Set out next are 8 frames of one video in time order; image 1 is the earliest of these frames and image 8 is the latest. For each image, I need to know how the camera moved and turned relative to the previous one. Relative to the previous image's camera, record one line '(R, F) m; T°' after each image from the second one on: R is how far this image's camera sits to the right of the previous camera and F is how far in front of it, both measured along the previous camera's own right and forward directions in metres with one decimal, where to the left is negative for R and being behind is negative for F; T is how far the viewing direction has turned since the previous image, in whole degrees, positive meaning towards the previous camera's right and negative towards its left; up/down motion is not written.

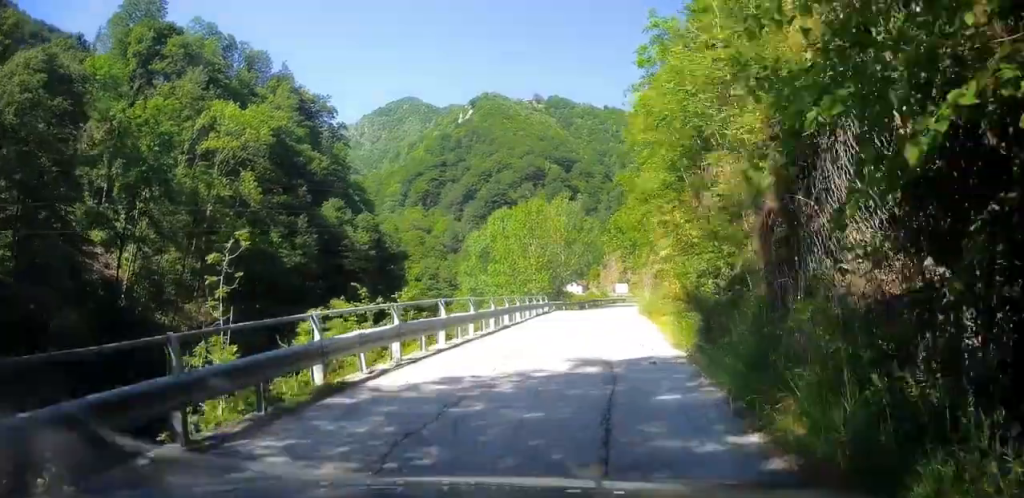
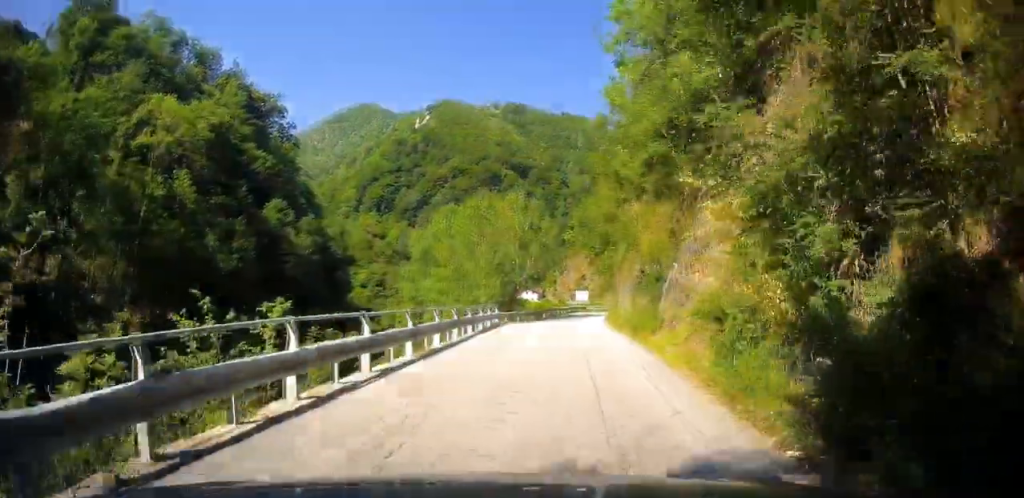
(0.0, +7.4) m; +5°
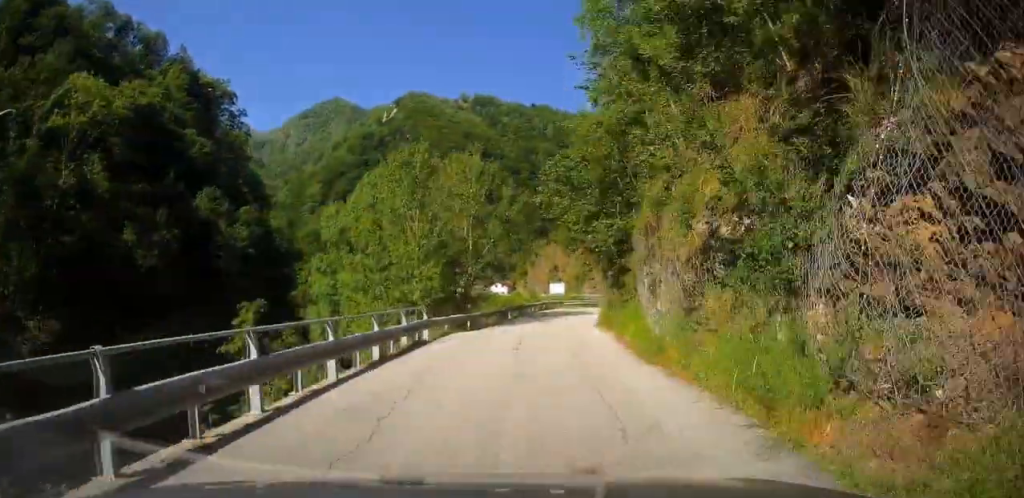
(+0.9, +11.7) m; +2°
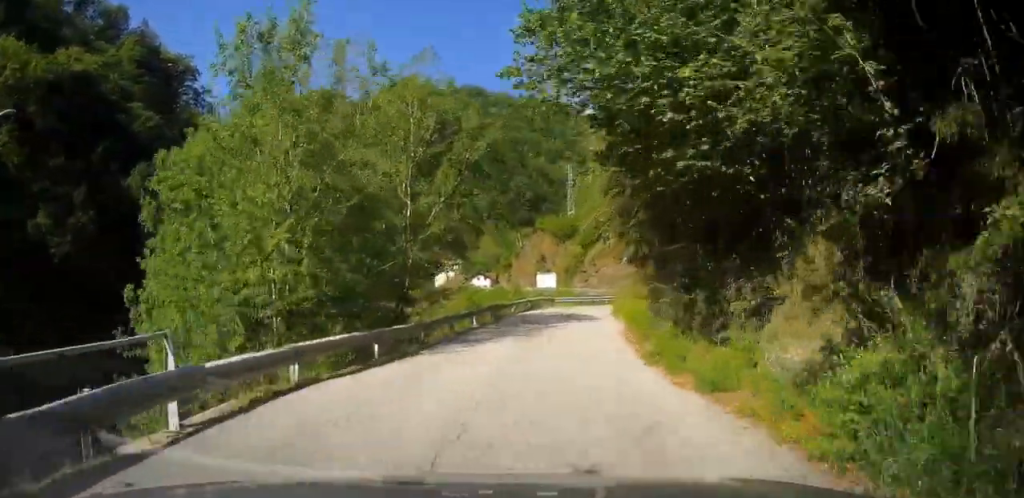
(-0.1, +11.5) m; -1°
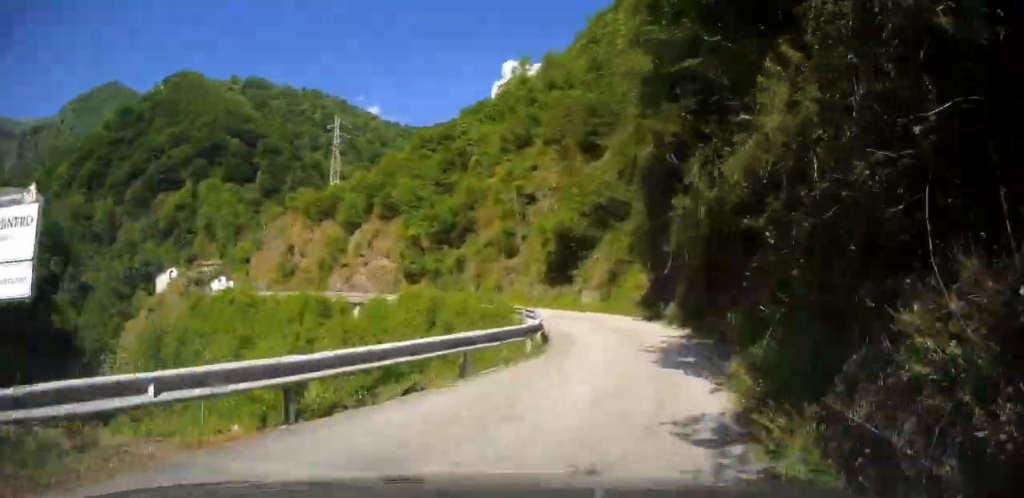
(+4.9, +37.4) m; +25°
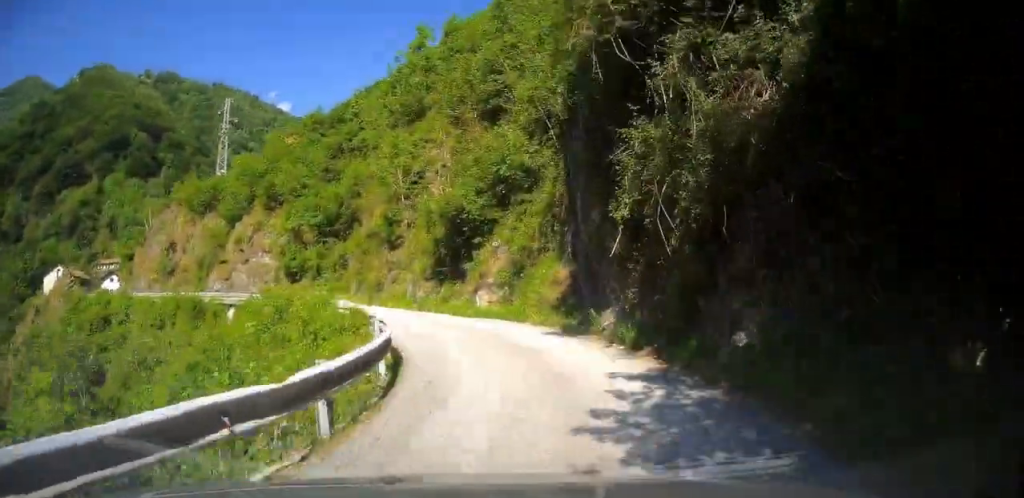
(+0.7, +8.1) m; -1°
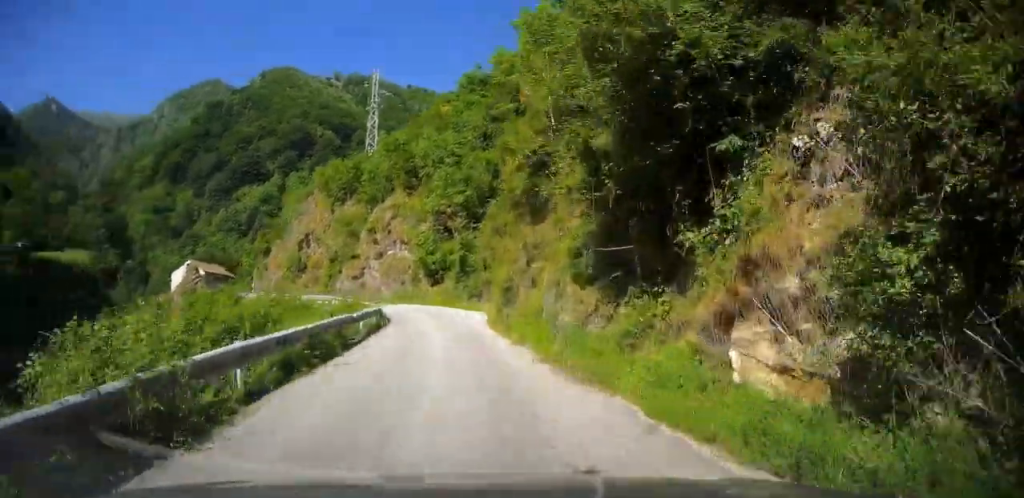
(-0.5, +17.2) m; -9°
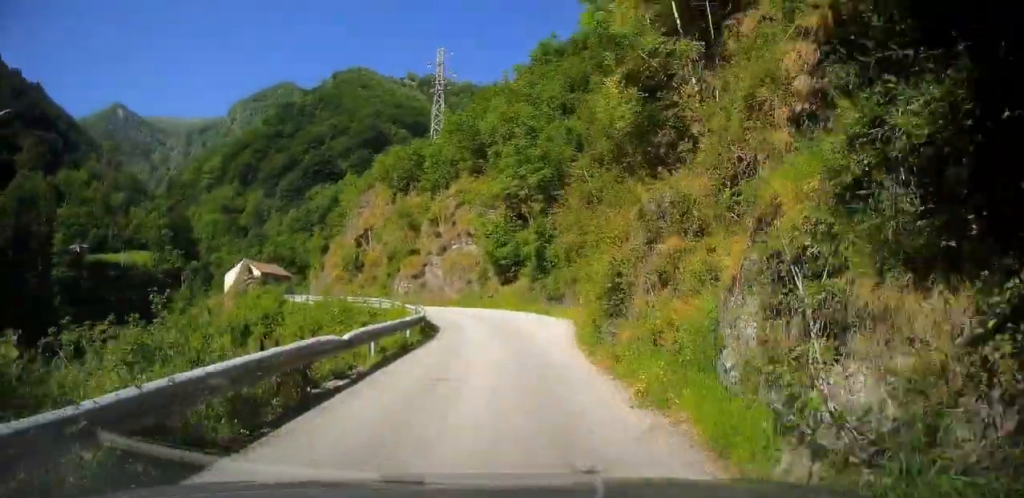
(+0.1, +7.0) m; -6°
